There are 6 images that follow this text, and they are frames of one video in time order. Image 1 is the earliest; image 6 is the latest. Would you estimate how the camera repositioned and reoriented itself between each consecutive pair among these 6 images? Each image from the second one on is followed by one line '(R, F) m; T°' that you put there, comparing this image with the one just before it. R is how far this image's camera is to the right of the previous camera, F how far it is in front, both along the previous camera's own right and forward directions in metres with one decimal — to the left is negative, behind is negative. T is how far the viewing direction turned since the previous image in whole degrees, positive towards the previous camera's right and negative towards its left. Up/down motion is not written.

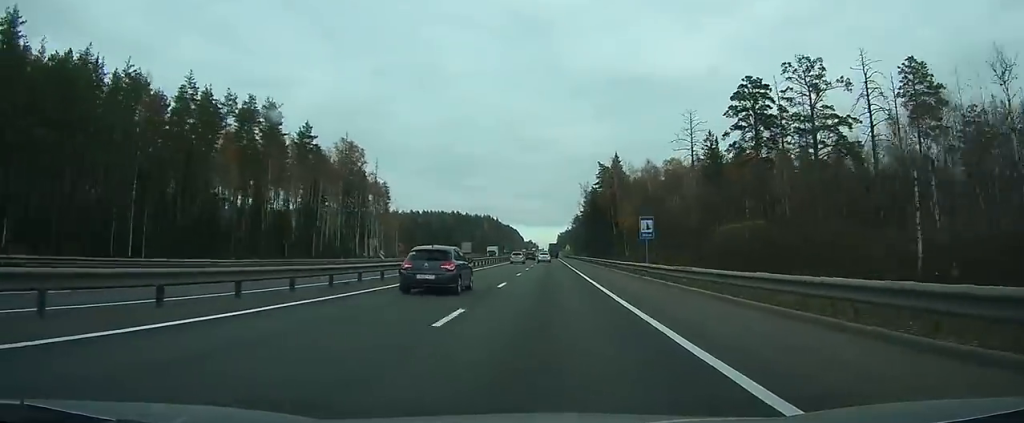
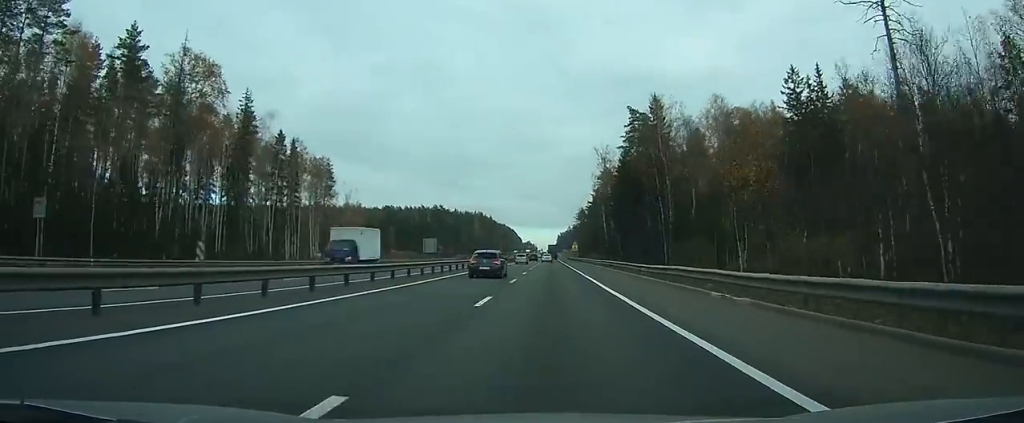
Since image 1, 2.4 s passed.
(-0.1, +55.5) m; 0°
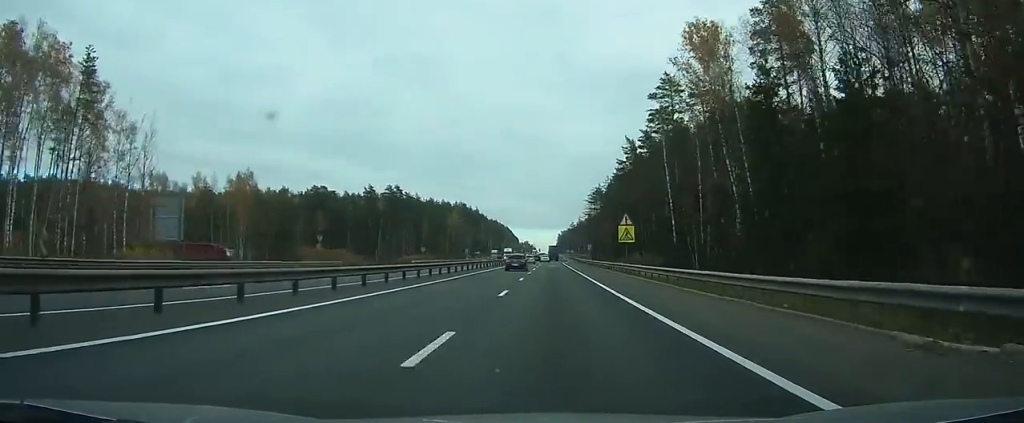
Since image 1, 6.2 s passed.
(-0.6, +91.5) m; -1°
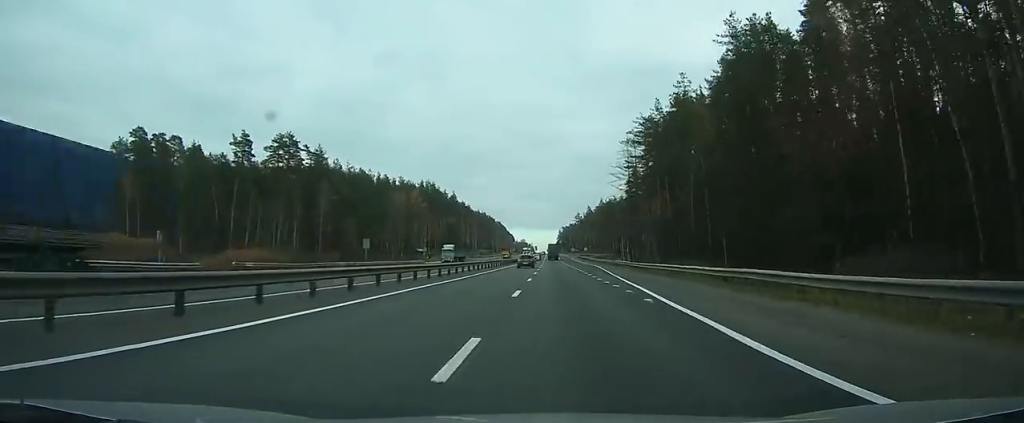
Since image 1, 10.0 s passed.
(+0.2, +99.1) m; +1°
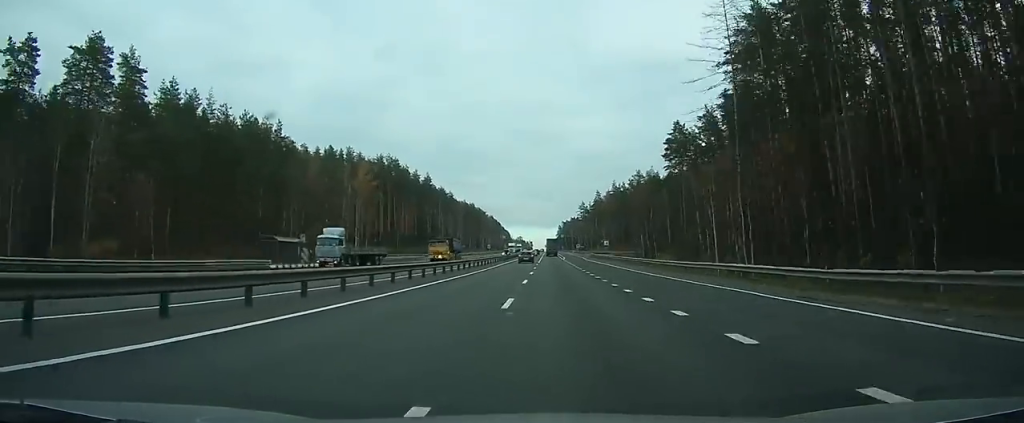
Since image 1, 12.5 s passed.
(+0.5, +62.0) m; +1°
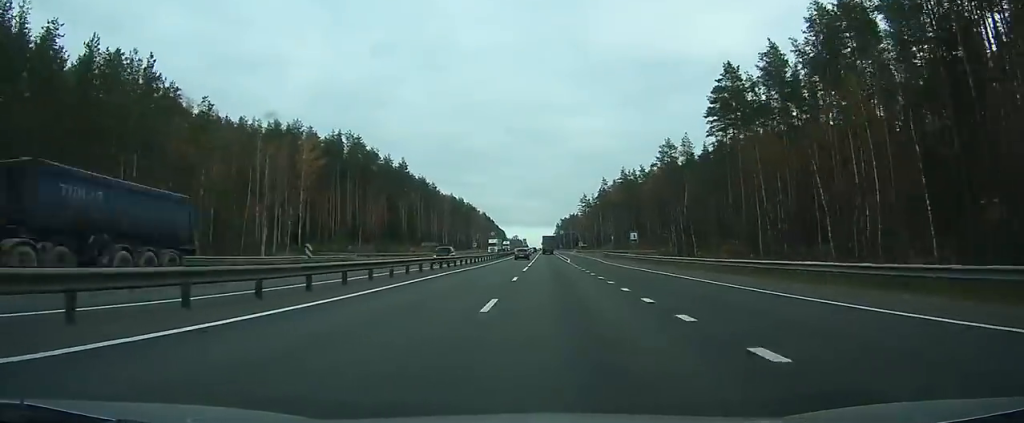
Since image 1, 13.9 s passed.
(+0.2, +35.9) m; 0°
